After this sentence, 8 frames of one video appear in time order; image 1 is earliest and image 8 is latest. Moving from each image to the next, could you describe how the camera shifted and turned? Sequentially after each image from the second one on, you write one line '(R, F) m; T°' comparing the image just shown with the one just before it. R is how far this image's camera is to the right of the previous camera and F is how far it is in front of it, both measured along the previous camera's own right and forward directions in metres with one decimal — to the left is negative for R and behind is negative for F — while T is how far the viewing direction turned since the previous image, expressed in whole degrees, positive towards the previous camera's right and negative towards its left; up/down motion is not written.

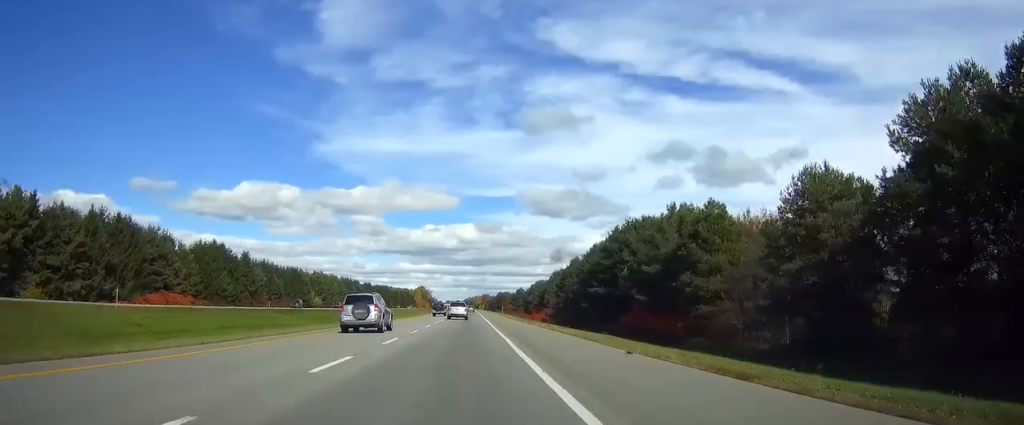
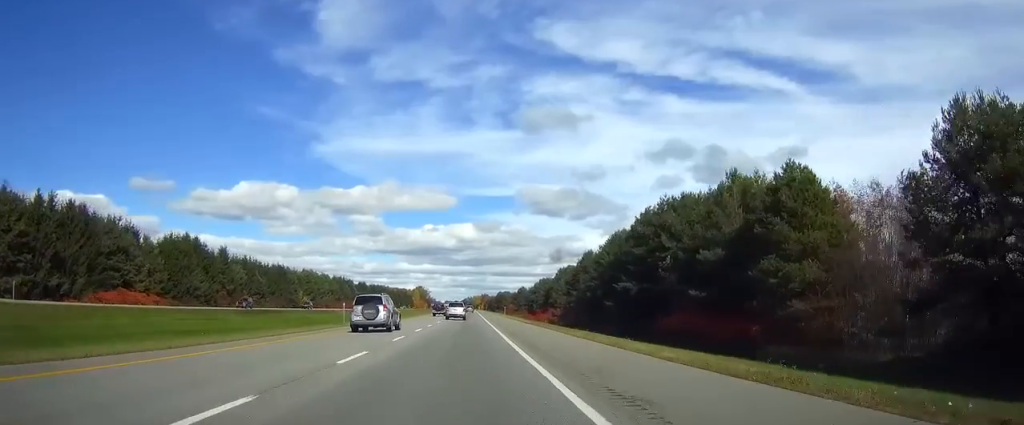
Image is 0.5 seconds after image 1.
(0.0, +15.8) m; 0°
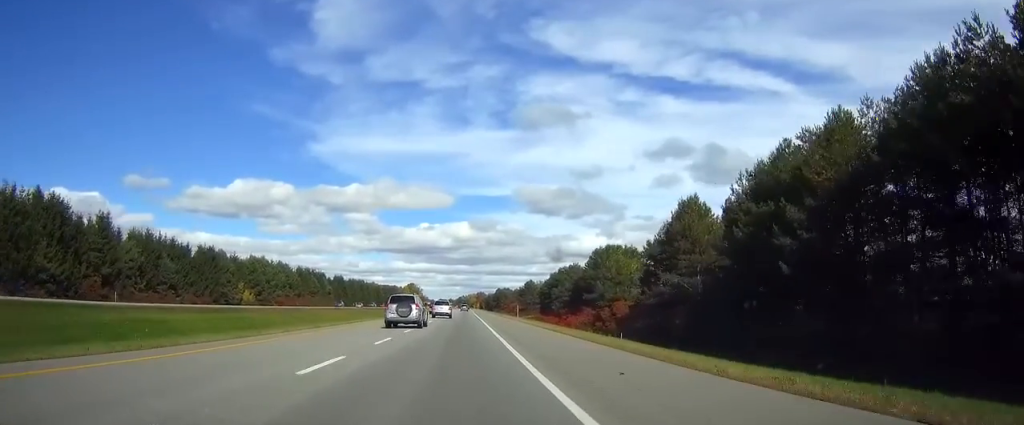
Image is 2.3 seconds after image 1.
(+0.2, +55.9) m; 0°
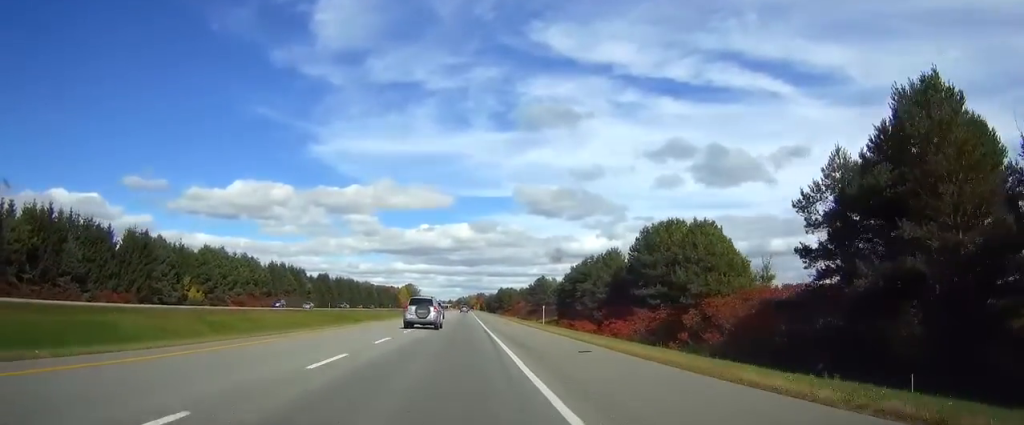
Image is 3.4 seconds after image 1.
(+0.1, +34.8) m; 0°
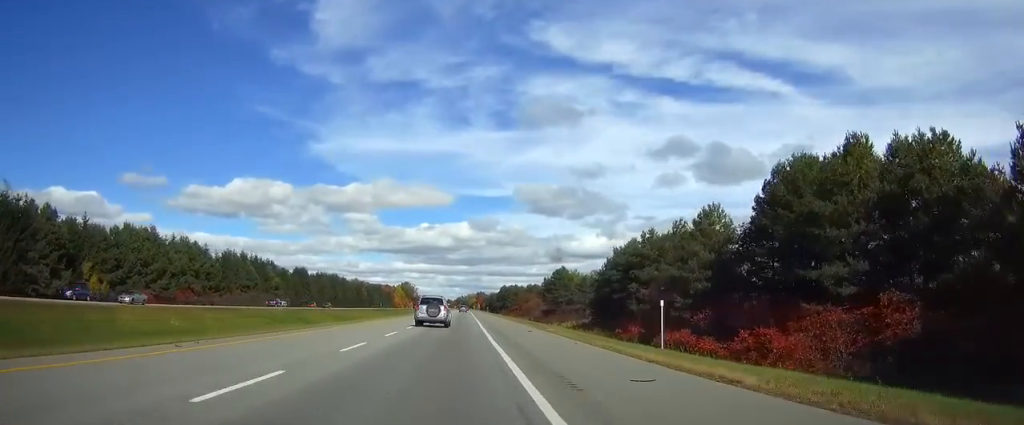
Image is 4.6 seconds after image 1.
(0.0, +40.2) m; 0°
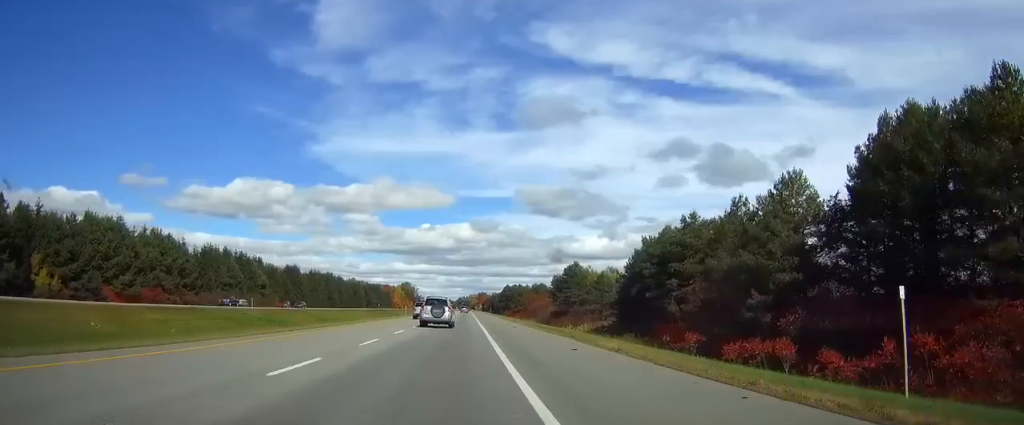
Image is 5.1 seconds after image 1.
(0.0, +14.8) m; 0°
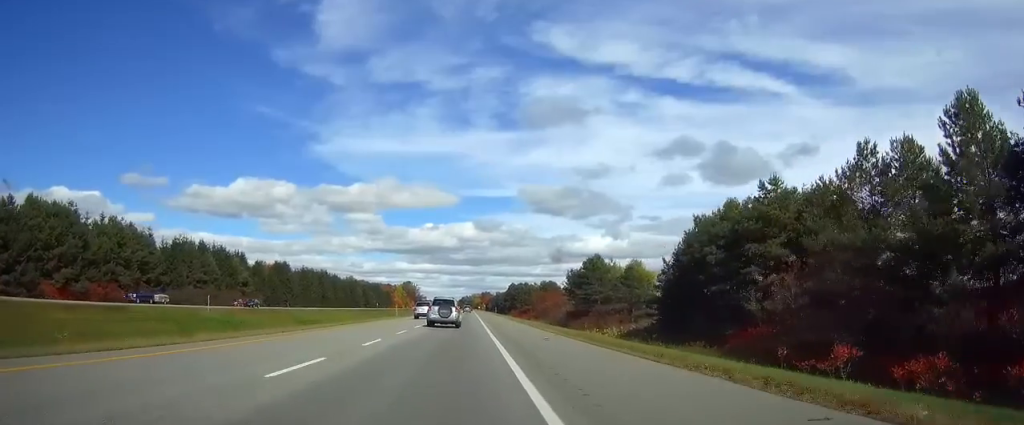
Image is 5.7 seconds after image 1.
(0.0, +18.0) m; 0°
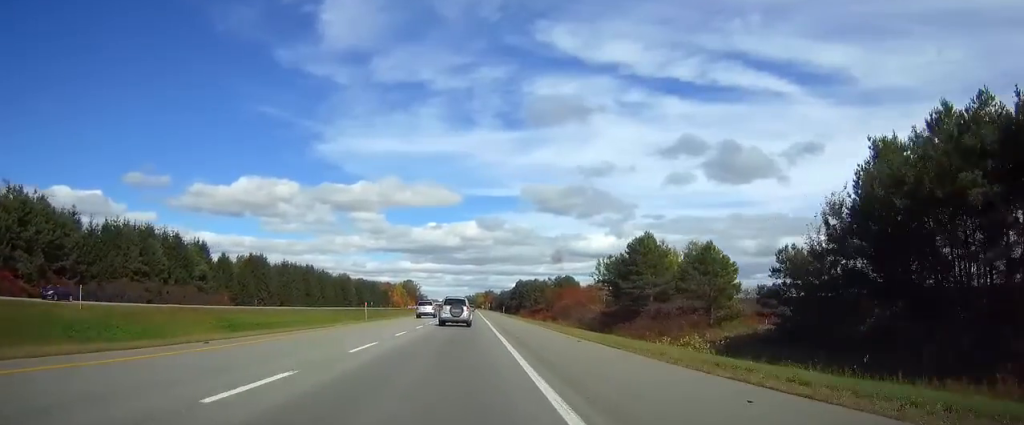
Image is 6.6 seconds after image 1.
(0.0, +29.7) m; 0°
